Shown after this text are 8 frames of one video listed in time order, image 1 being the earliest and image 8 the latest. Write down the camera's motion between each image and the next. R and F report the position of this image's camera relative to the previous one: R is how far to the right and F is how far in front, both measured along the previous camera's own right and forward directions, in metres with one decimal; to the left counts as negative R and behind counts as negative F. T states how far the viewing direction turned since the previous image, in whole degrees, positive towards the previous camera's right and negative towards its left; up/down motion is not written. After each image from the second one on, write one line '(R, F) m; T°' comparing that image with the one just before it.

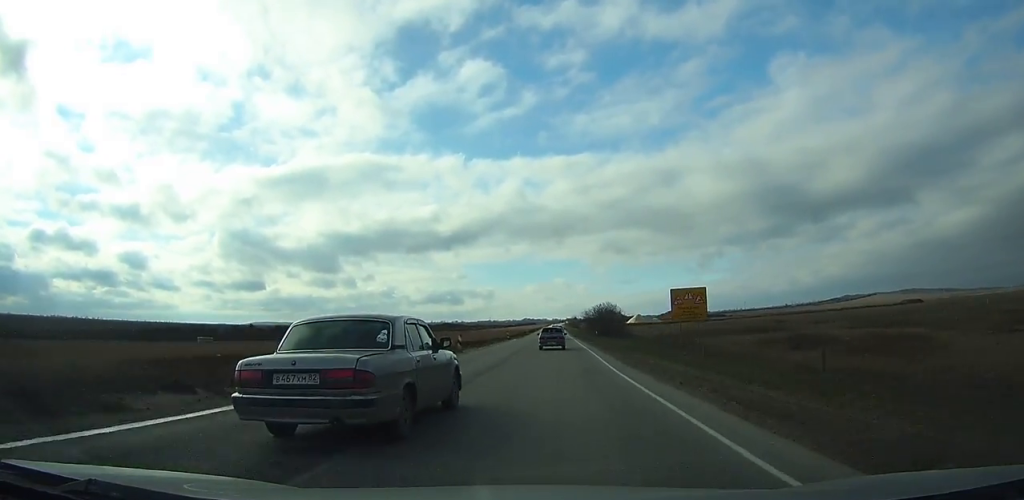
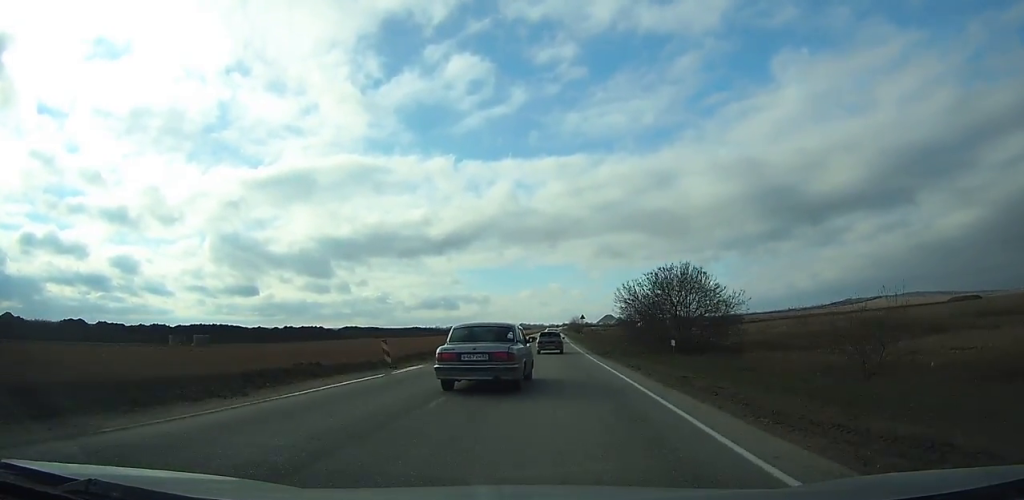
(+0.1, +53.5) m; 0°
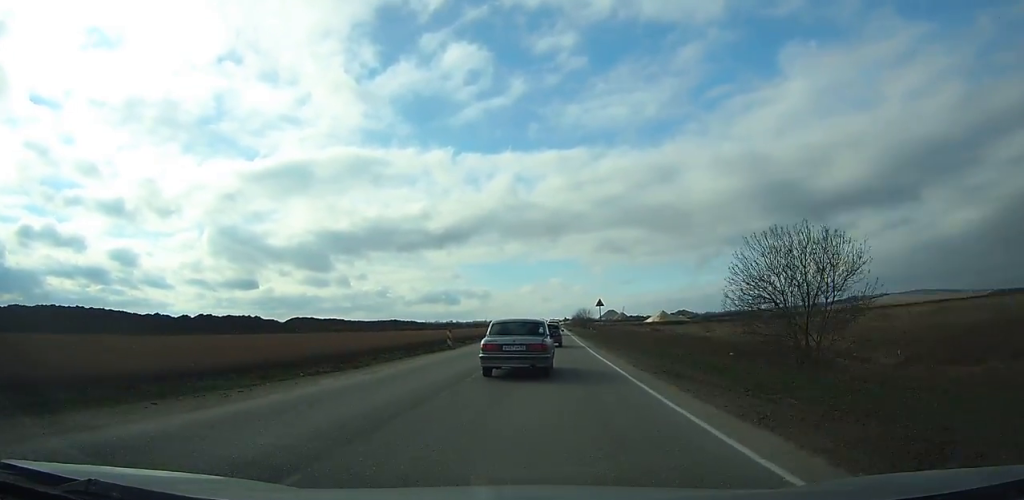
(0.0, +31.6) m; 0°
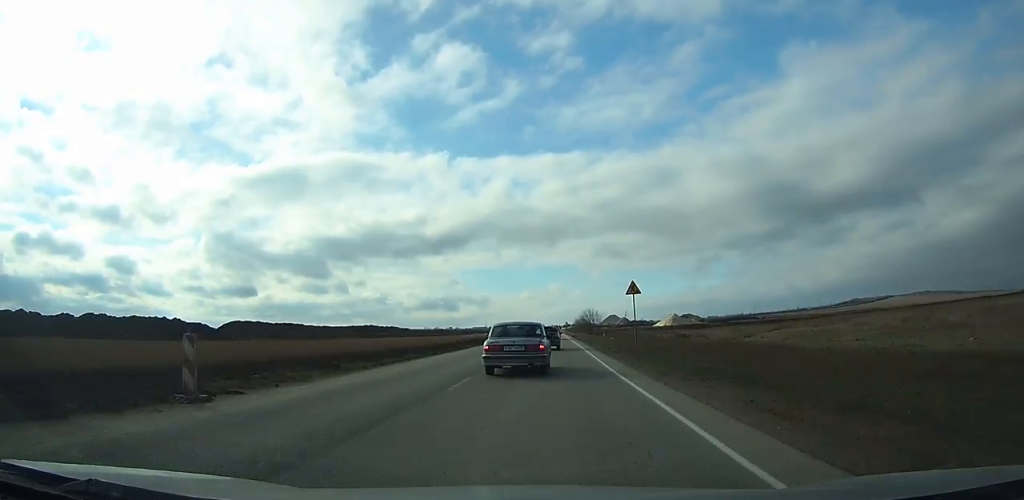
(-0.1, +25.4) m; 0°
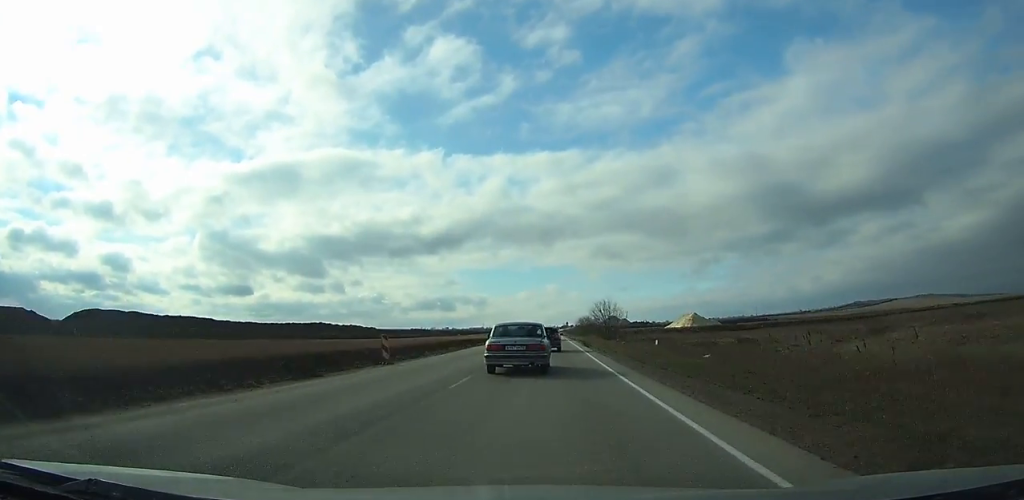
(+0.1, +35.0) m; 0°
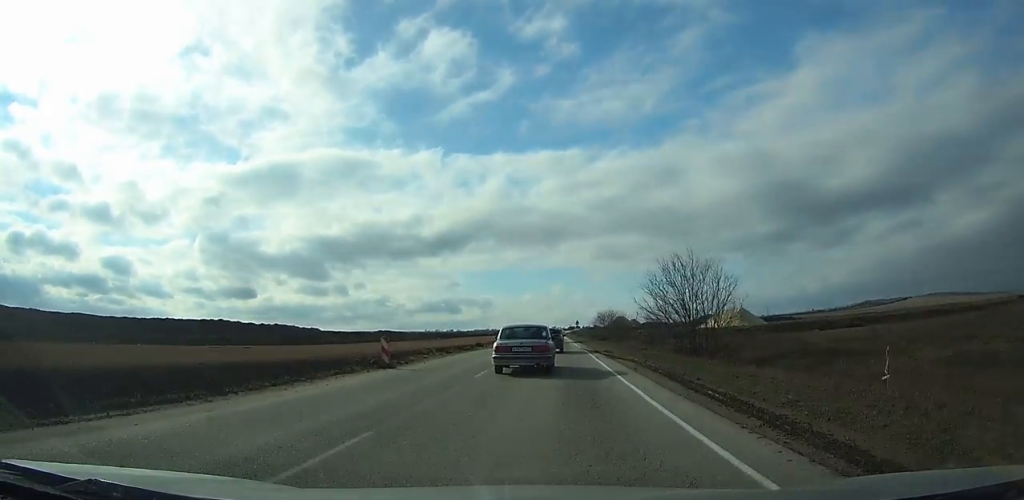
(0.0, +43.9) m; 0°
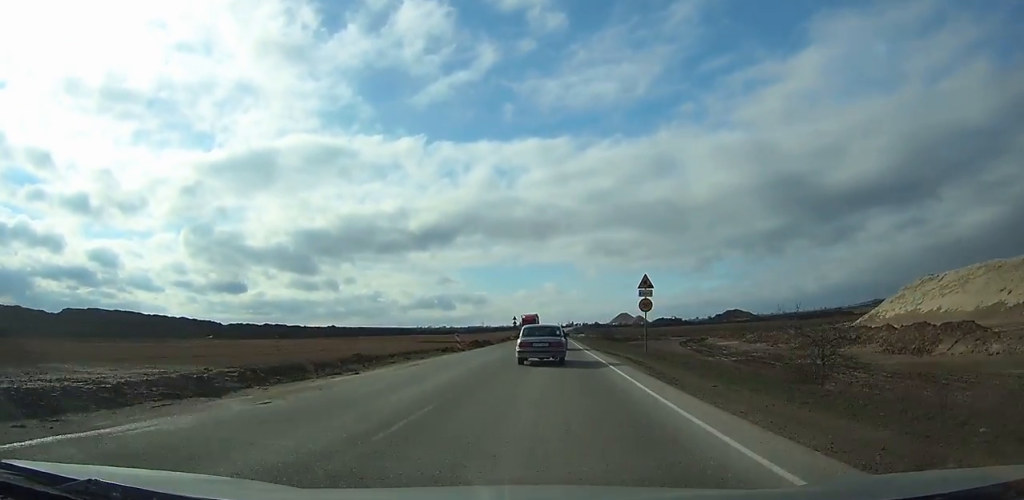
(-0.3, +105.9) m; 0°
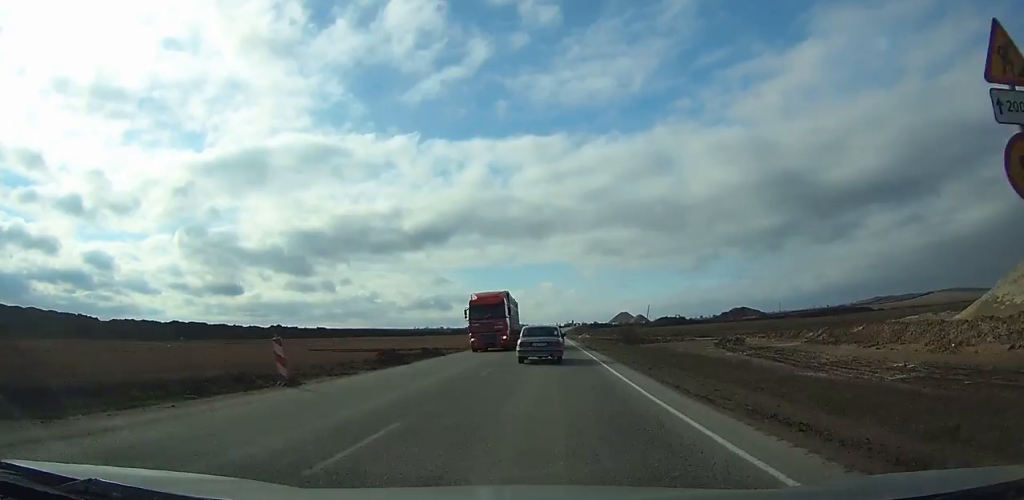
(0.0, +25.4) m; 0°
